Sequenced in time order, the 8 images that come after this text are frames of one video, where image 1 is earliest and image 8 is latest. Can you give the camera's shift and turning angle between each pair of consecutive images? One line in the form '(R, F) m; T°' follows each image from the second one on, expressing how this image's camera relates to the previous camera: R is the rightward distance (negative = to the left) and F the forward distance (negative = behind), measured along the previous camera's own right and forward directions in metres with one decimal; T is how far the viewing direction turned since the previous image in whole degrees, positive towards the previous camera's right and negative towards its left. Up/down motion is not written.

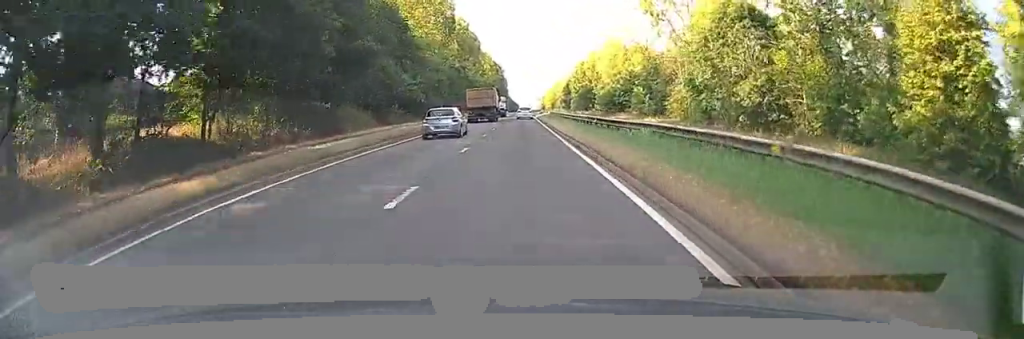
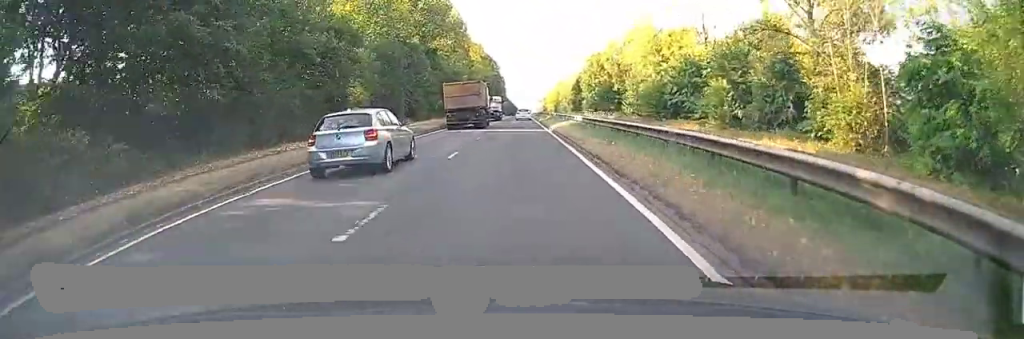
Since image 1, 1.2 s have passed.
(0.0, +36.2) m; 0°
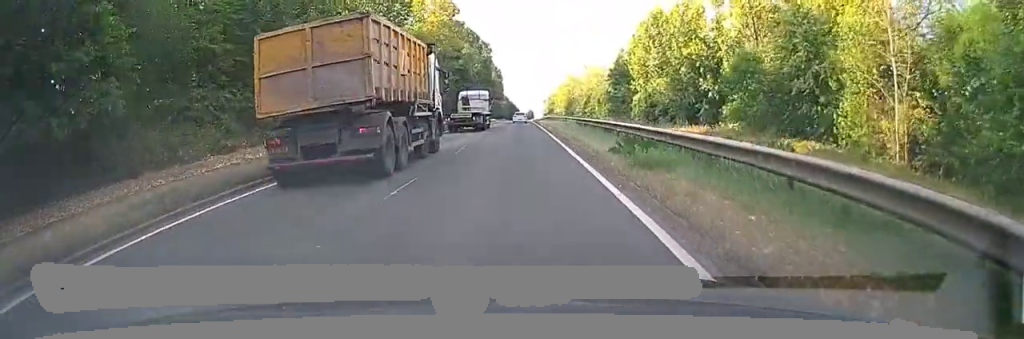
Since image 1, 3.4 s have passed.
(-0.2, +66.4) m; 0°
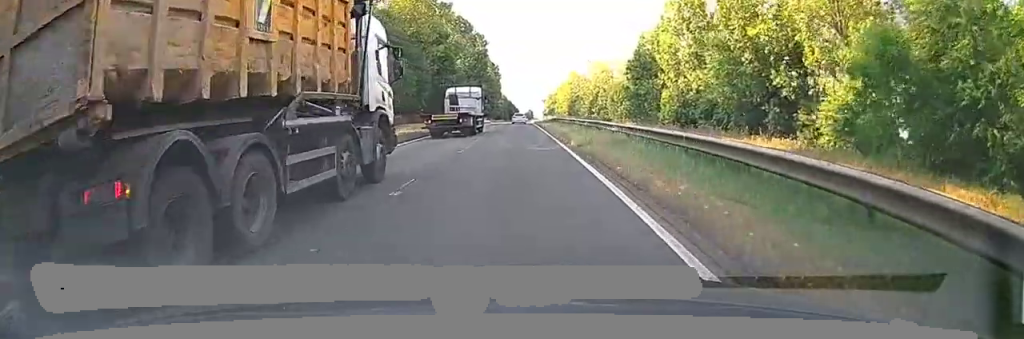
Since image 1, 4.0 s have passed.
(0.0, +17.4) m; 0°
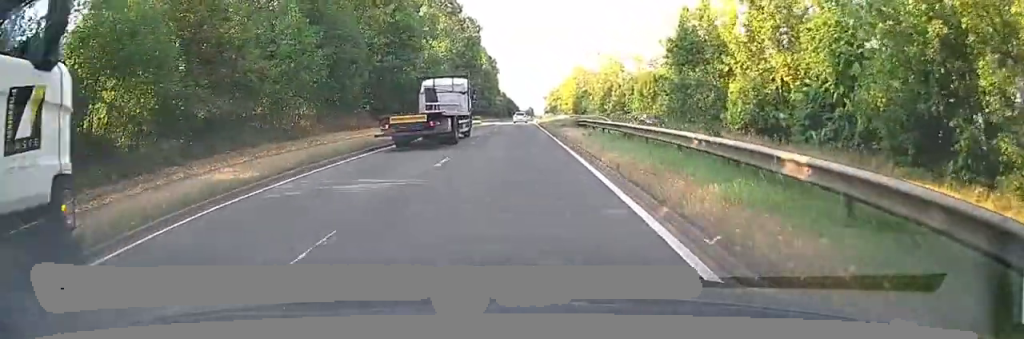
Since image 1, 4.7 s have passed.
(0.0, +21.6) m; 0°
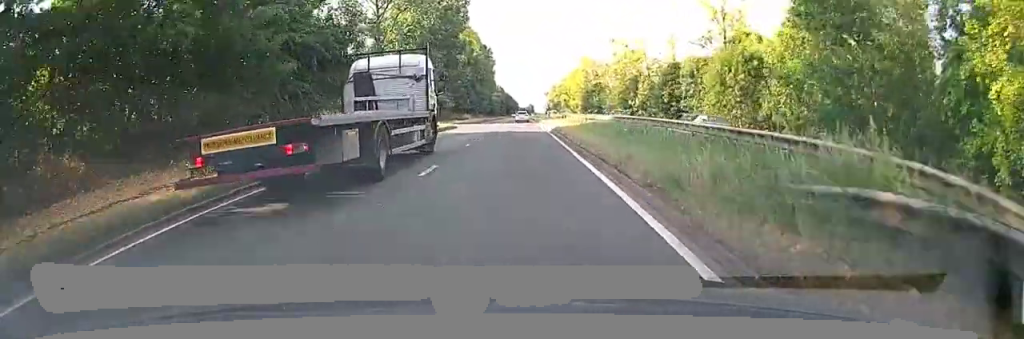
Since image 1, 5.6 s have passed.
(0.0, +28.1) m; 0°
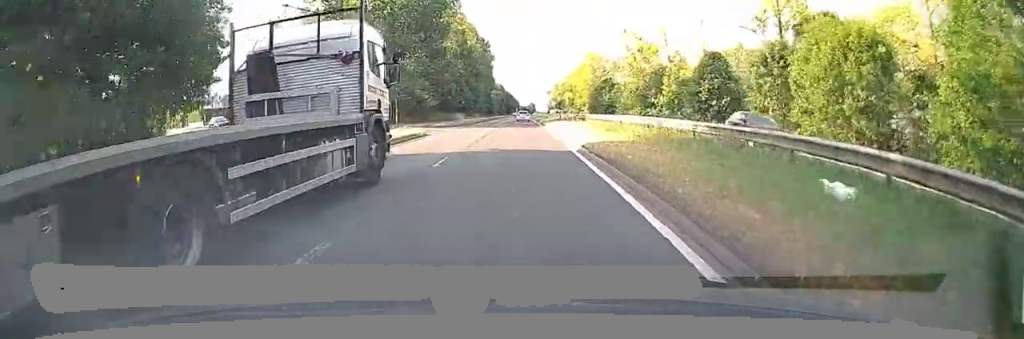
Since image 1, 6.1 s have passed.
(+0.1, +15.8) m; 0°
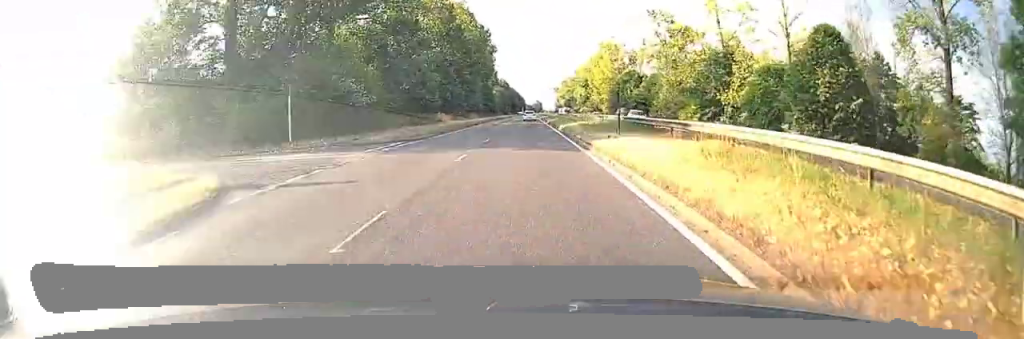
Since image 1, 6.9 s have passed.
(0.0, +24.3) m; 0°
